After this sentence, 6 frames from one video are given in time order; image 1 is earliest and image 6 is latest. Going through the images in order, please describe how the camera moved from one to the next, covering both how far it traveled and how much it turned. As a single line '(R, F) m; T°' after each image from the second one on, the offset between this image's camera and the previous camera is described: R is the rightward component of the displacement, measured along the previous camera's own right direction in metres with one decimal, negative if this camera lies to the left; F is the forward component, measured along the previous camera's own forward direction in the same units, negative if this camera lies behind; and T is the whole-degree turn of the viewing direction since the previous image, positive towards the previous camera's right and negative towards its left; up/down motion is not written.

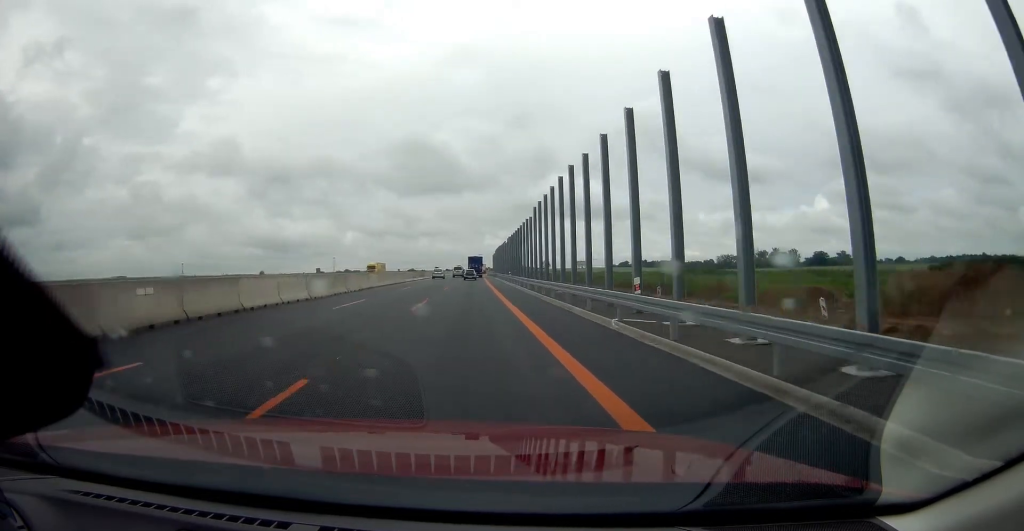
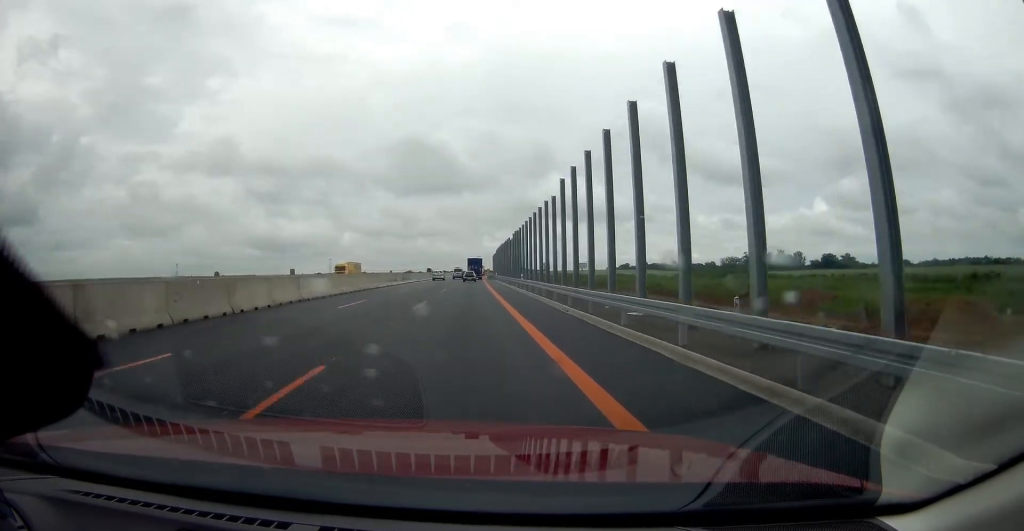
(0.0, +16.6) m; +1°
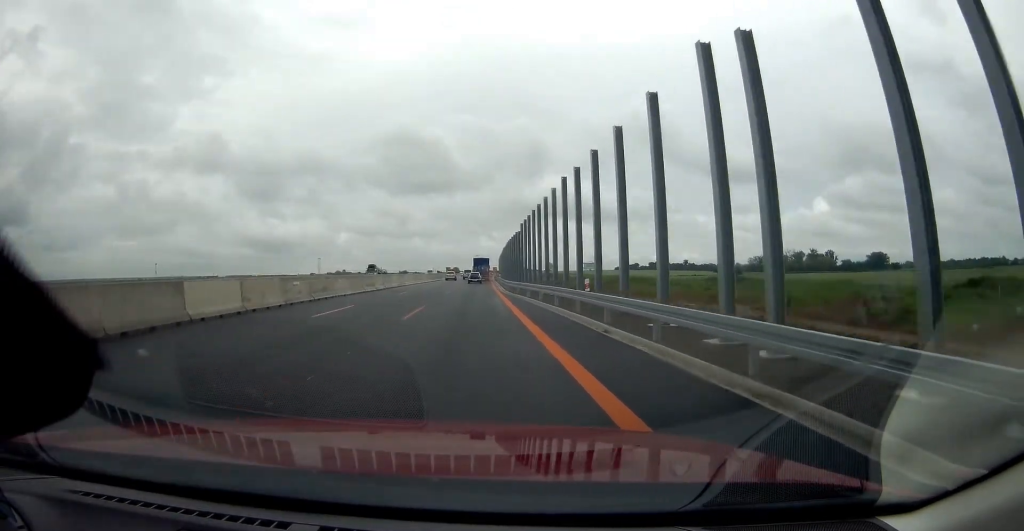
(+0.4, +74.7) m; 0°
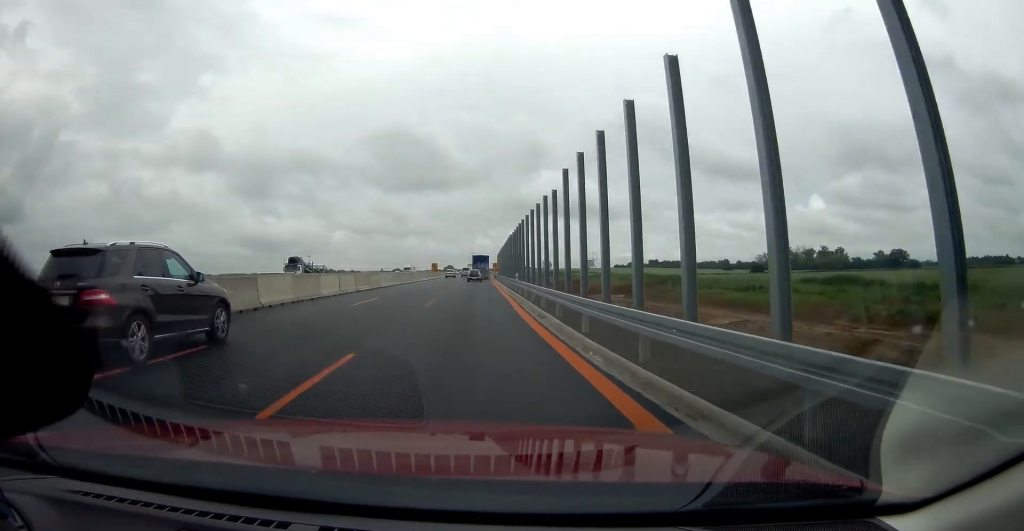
(+0.5, +30.7) m; +1°
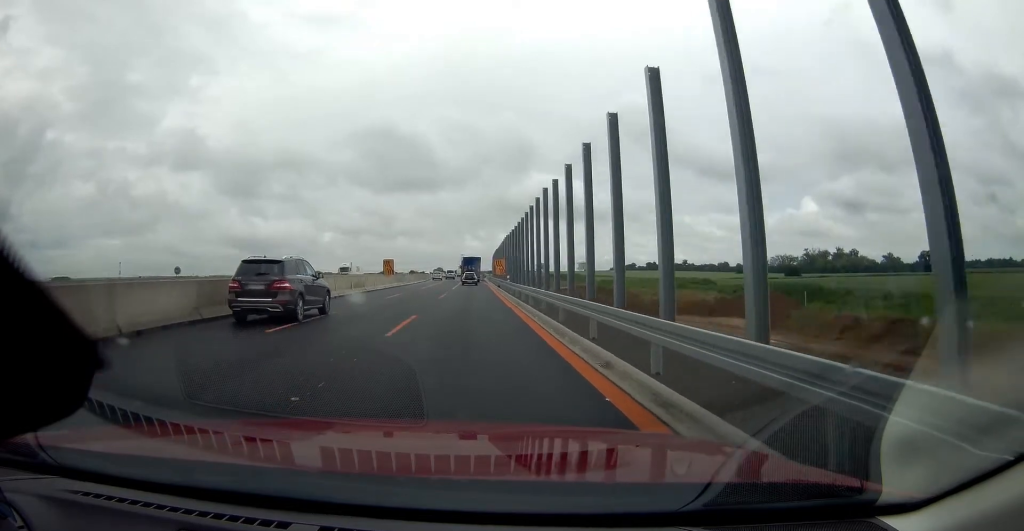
(0.0, +44.5) m; 0°
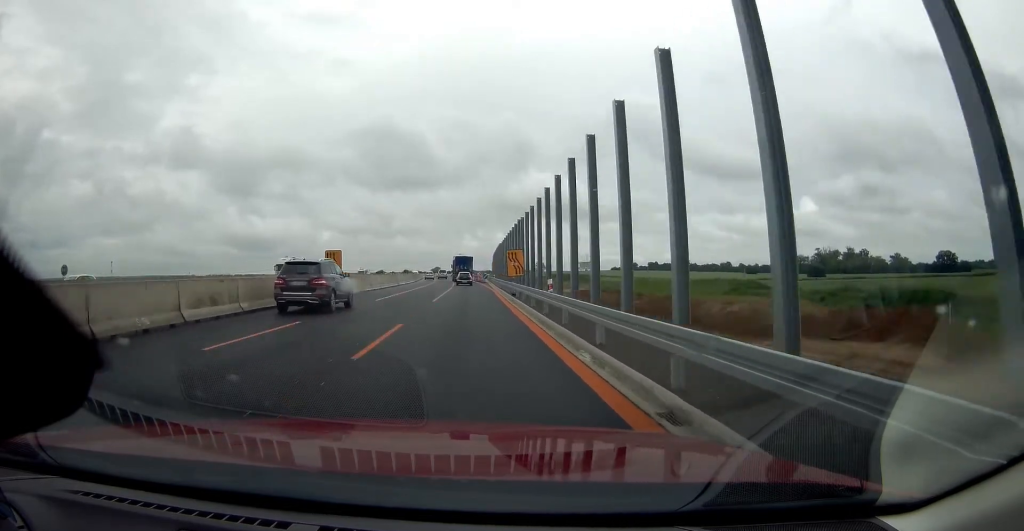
(0.0, +21.0) m; 0°
